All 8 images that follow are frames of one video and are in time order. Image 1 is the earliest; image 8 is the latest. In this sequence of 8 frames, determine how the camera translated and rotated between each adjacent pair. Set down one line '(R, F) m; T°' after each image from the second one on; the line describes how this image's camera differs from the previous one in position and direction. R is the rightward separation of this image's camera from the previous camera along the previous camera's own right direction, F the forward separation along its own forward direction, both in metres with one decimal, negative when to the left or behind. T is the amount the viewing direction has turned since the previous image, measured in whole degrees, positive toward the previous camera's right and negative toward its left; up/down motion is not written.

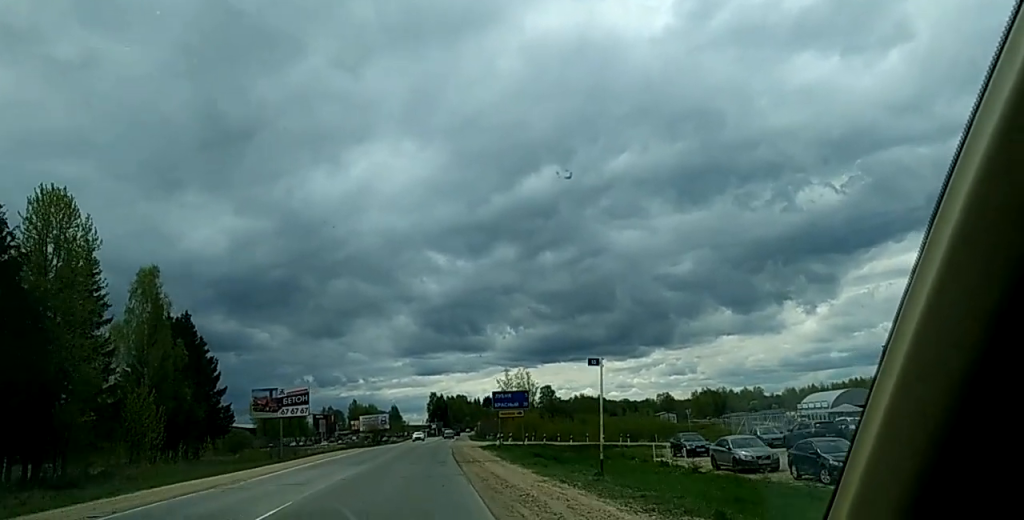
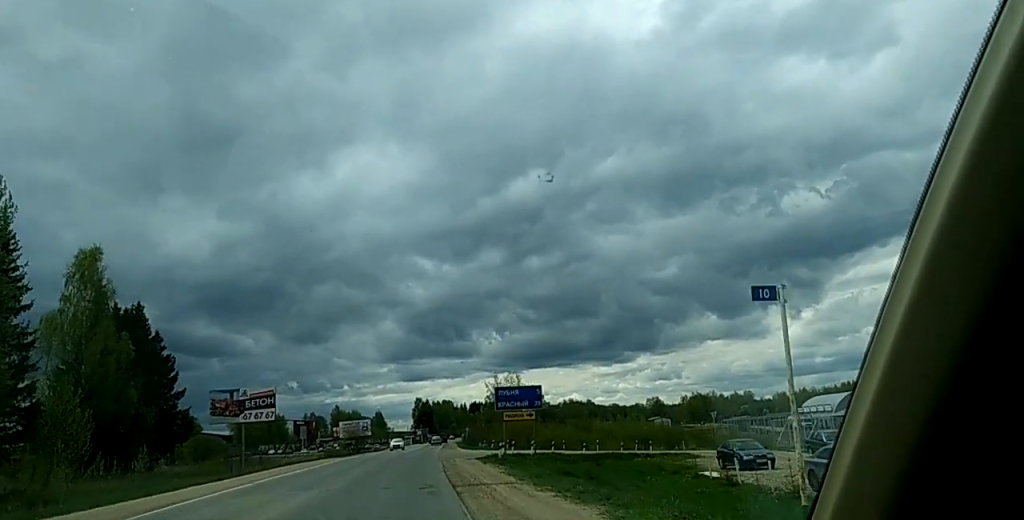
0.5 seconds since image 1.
(0.0, +11.9) m; 0°
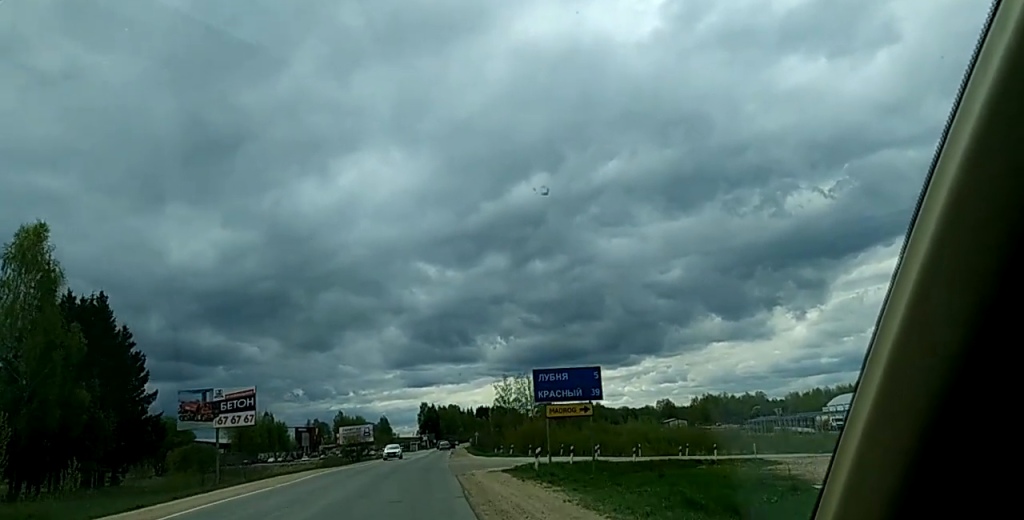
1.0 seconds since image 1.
(0.0, +11.9) m; 0°
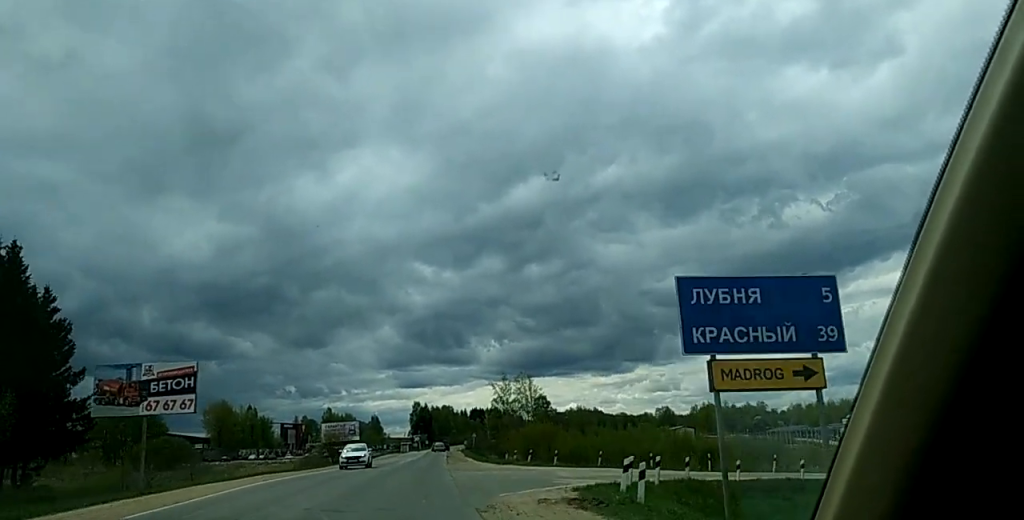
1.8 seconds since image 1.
(0.0, +16.4) m; 0°
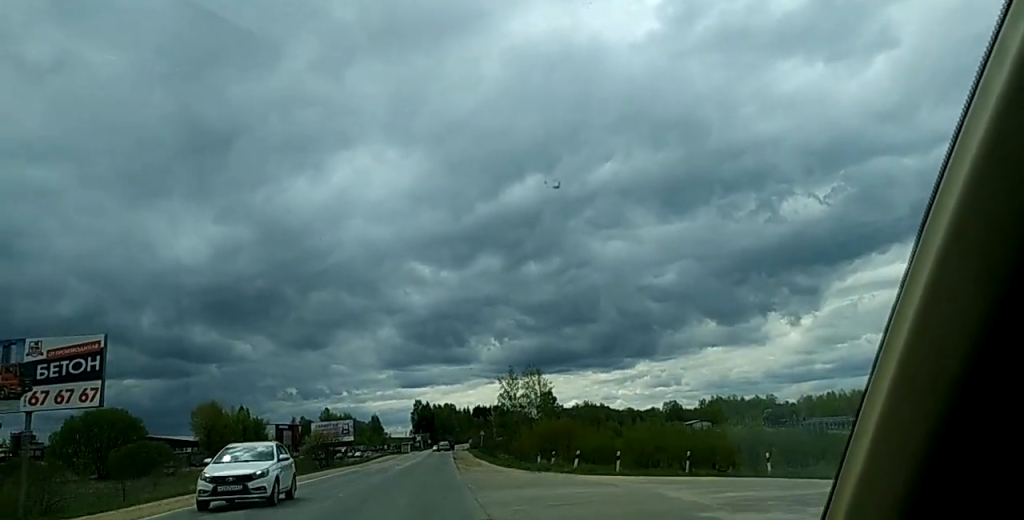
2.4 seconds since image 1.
(0.0, +15.2) m; 0°
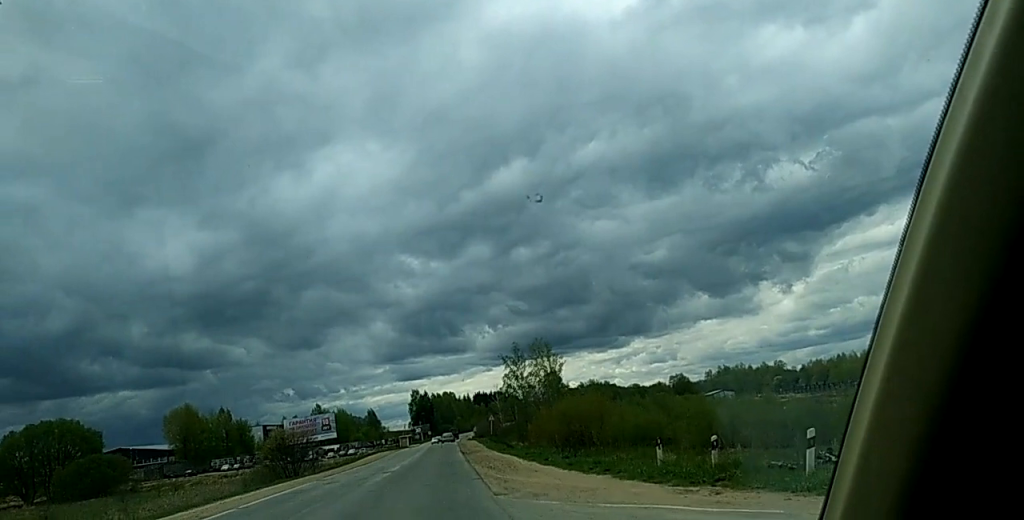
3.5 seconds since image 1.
(+0.2, +22.6) m; -1°
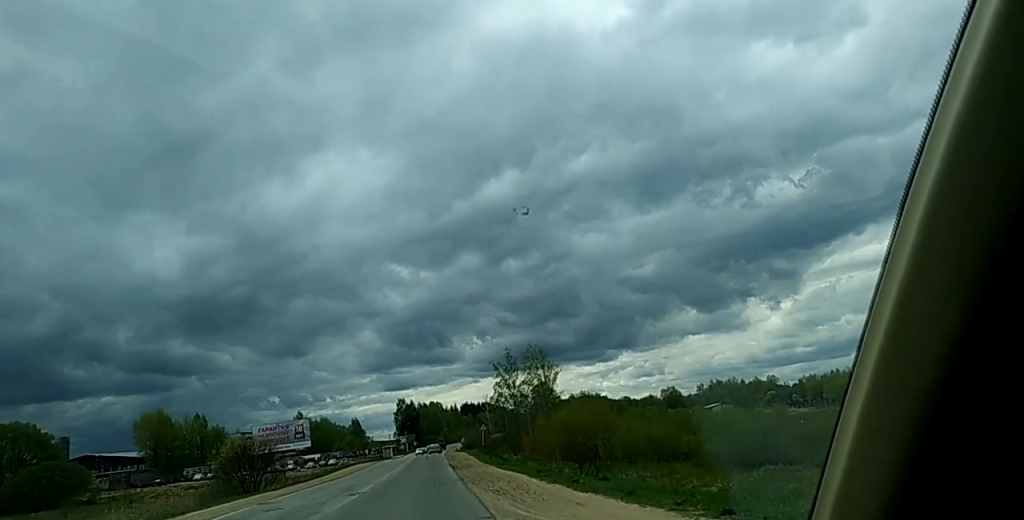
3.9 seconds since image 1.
(-0.2, +9.3) m; 0°
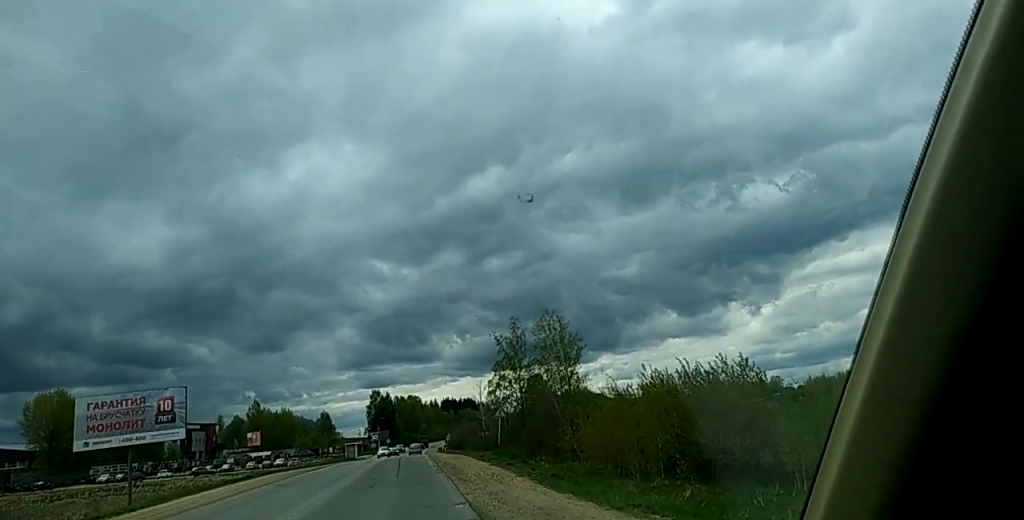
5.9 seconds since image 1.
(+0.5, +40.6) m; +1°
